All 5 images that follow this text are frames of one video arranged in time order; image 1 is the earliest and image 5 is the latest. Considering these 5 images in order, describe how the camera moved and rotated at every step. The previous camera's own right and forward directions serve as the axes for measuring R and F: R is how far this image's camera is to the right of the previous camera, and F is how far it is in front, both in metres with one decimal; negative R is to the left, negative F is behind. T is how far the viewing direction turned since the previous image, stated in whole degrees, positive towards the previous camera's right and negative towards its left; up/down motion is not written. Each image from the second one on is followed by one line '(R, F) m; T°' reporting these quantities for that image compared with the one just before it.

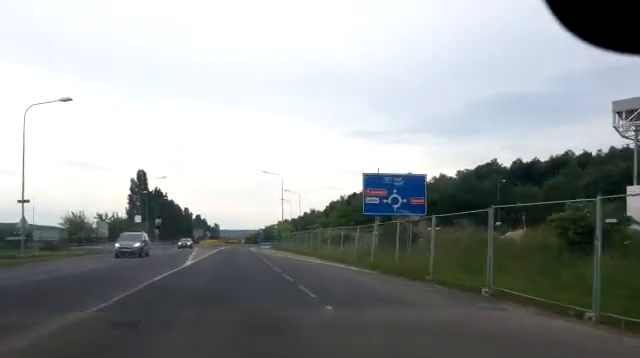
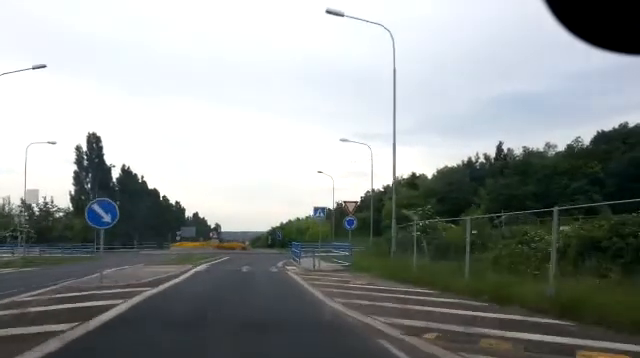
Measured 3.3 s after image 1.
(-0.2, +49.4) m; -1°
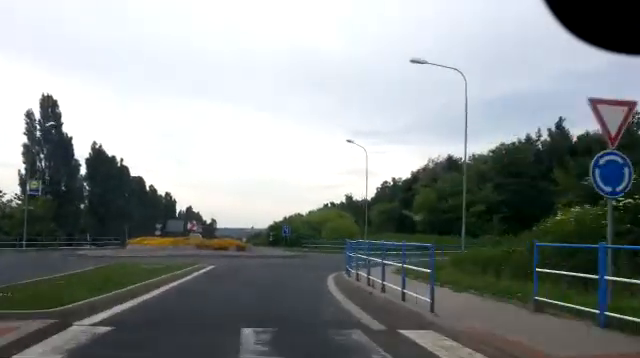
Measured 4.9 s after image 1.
(-0.1, +21.2) m; +1°
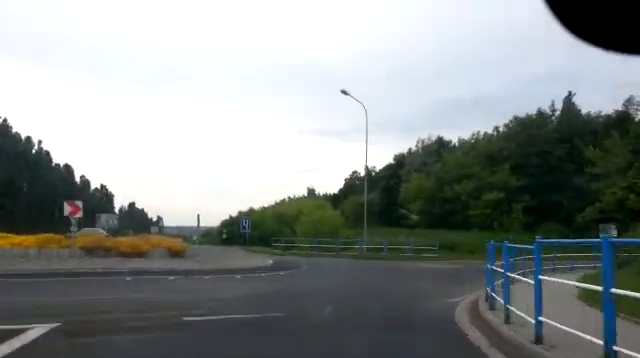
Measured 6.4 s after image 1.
(+0.3, +16.1) m; +2°
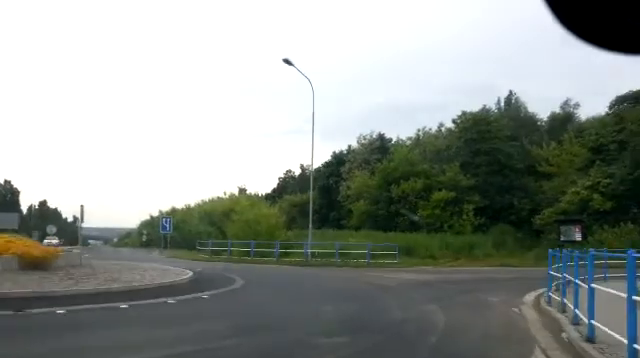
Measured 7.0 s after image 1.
(+0.1, +6.4) m; +3°
